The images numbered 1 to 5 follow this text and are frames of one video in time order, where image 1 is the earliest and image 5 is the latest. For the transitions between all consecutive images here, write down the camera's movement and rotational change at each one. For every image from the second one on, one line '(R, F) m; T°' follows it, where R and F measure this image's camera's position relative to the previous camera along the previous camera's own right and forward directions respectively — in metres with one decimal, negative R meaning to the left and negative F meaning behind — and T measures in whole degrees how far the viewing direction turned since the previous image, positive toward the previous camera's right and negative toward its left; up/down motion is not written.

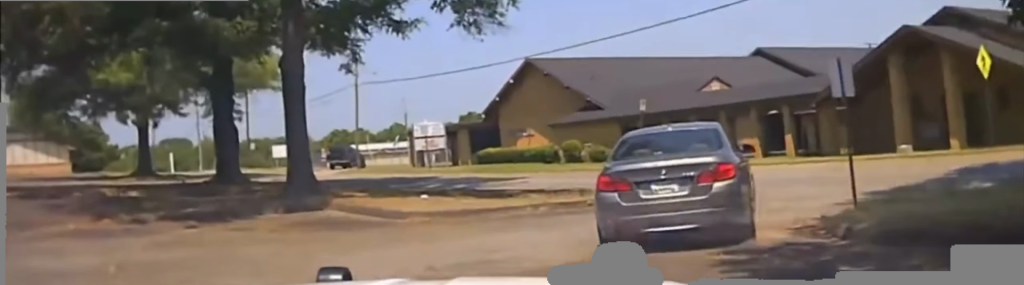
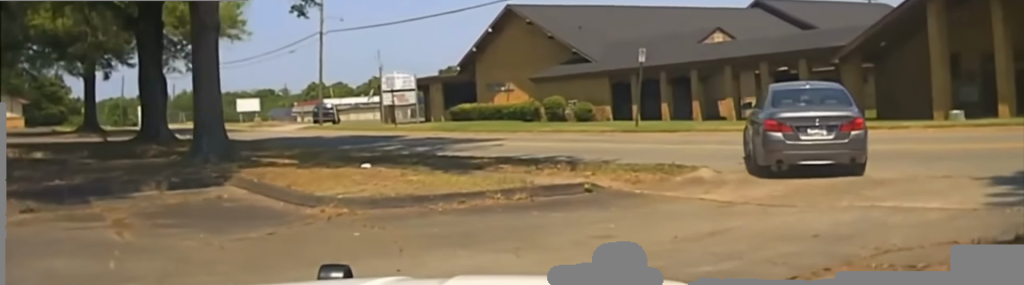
(+0.1, +7.2) m; +9°
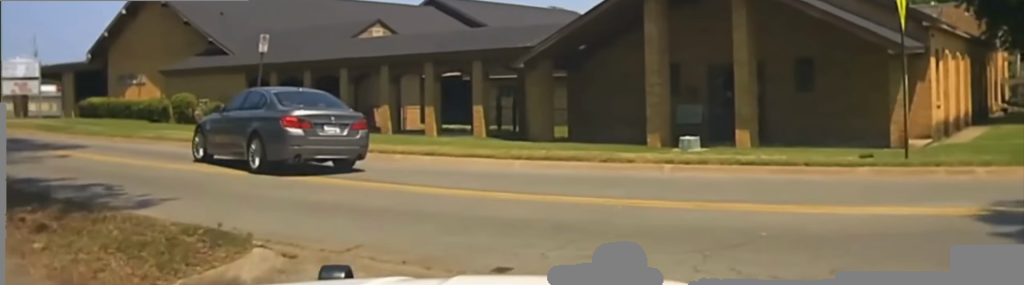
(+1.1, +7.8) m; +9°
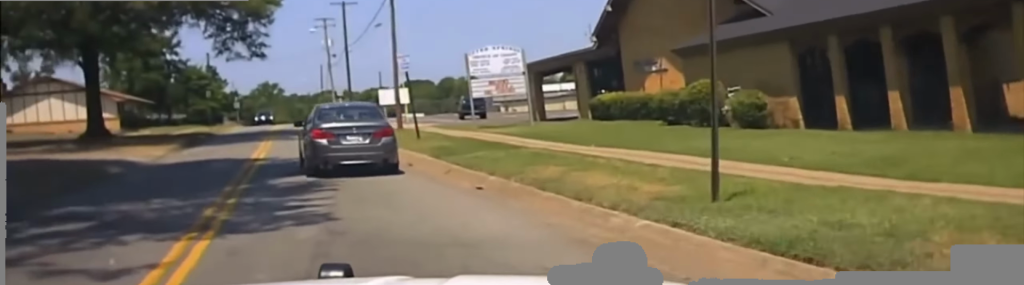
(-3.0, +13.9) m; -38°
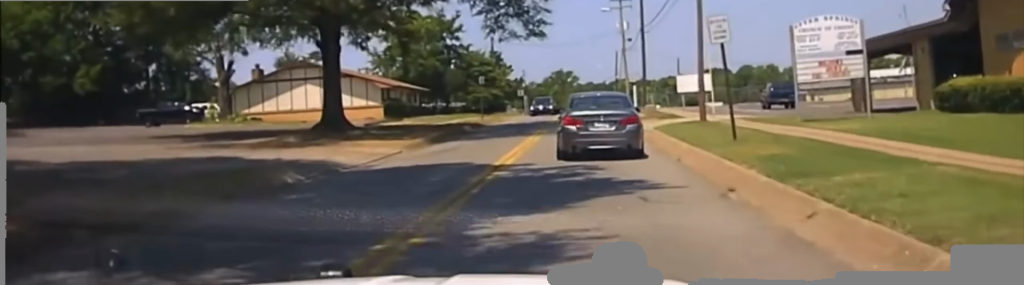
(-2.2, +8.8) m; -16°
